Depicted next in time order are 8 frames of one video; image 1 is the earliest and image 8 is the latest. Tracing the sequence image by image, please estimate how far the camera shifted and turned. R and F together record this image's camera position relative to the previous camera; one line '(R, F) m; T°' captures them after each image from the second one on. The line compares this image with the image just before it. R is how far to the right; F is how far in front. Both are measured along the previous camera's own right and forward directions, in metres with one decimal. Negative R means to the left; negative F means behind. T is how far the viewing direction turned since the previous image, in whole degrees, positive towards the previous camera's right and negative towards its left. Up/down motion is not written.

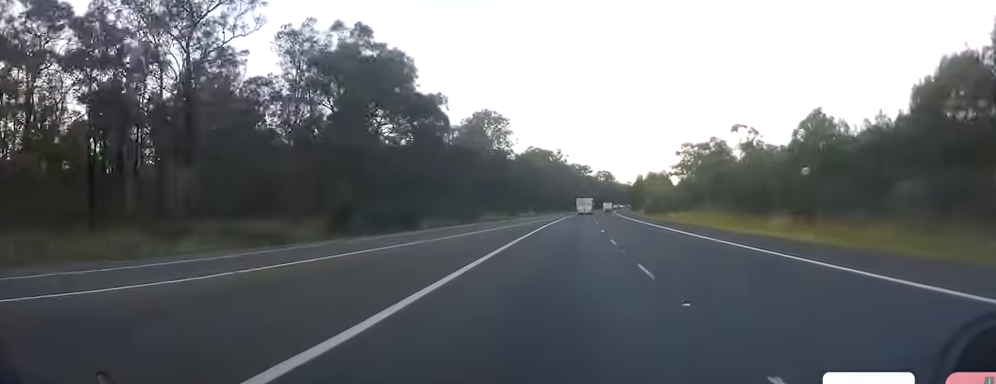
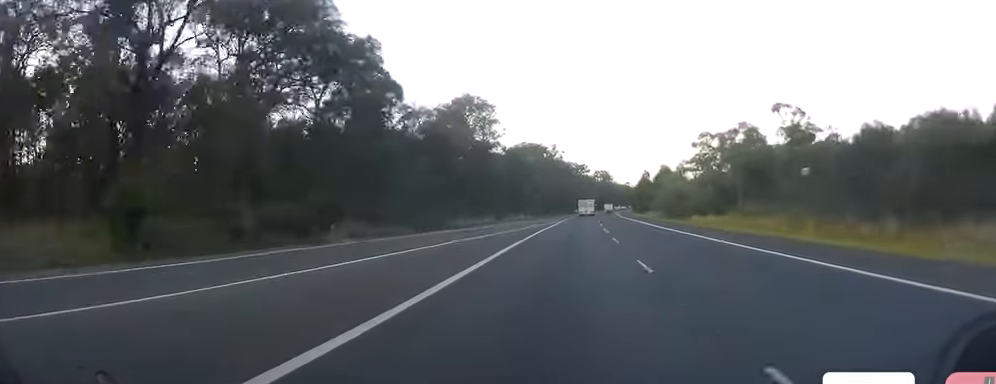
(+0.2, +22.9) m; 0°
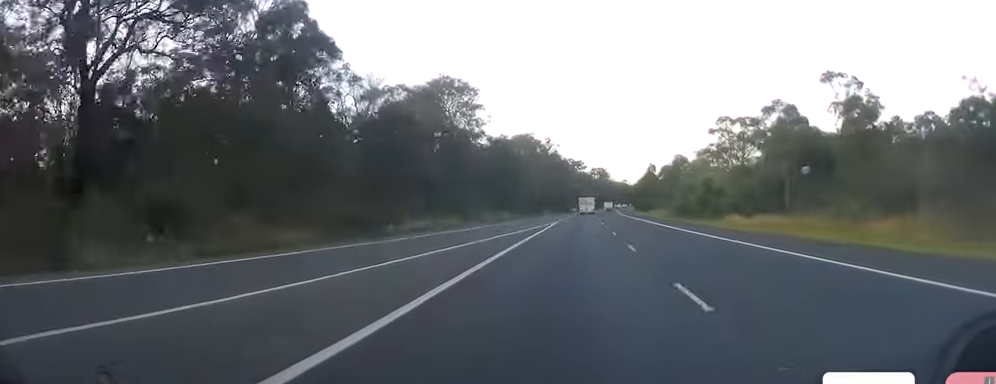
(0.0, +18.2) m; 0°
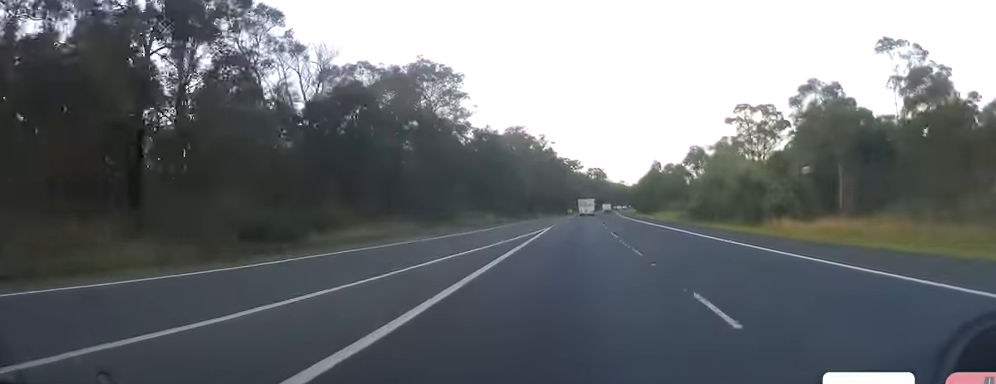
(-0.2, +13.4) m; 0°
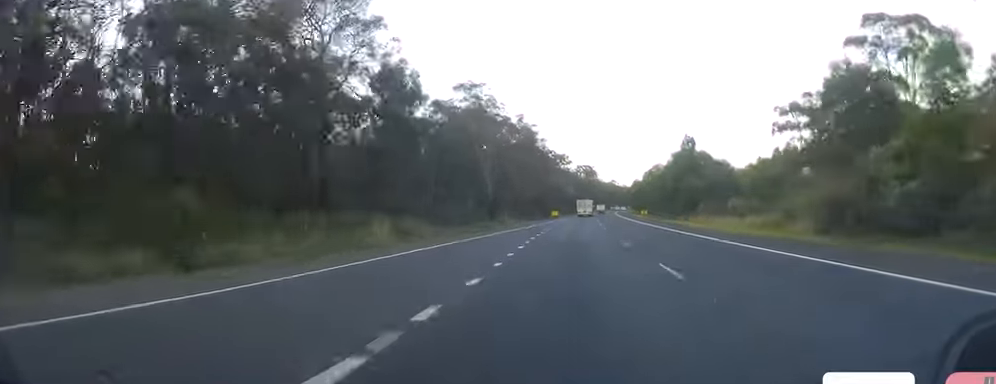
(+0.8, +43.1) m; +2°
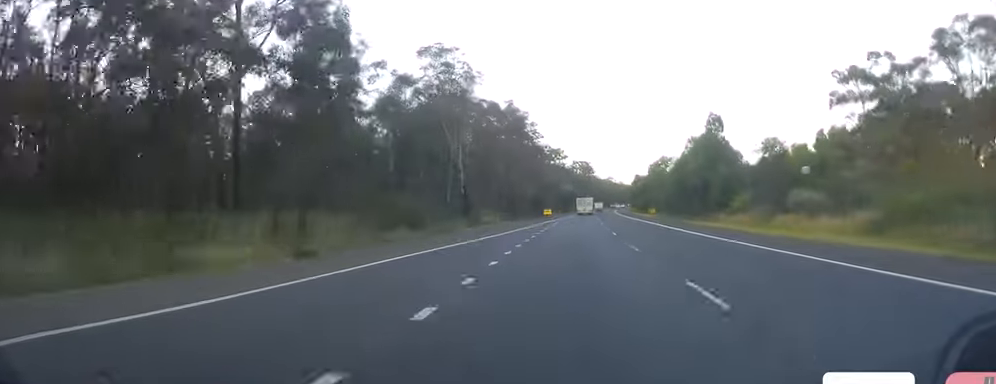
(+0.3, +16.3) m; 0°
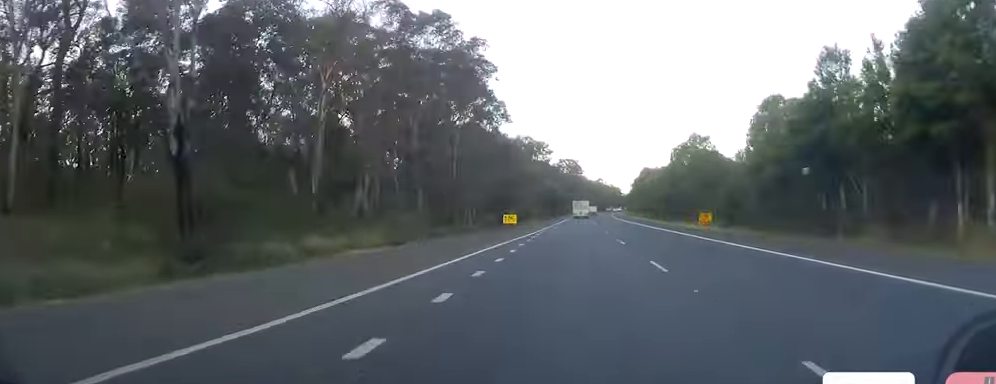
(-0.1, +43.3) m; 0°
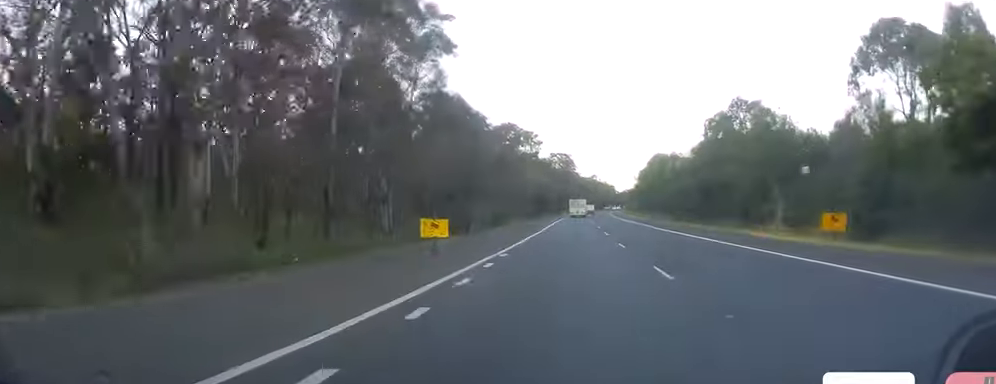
(+0.2, +25.9) m; +1°
